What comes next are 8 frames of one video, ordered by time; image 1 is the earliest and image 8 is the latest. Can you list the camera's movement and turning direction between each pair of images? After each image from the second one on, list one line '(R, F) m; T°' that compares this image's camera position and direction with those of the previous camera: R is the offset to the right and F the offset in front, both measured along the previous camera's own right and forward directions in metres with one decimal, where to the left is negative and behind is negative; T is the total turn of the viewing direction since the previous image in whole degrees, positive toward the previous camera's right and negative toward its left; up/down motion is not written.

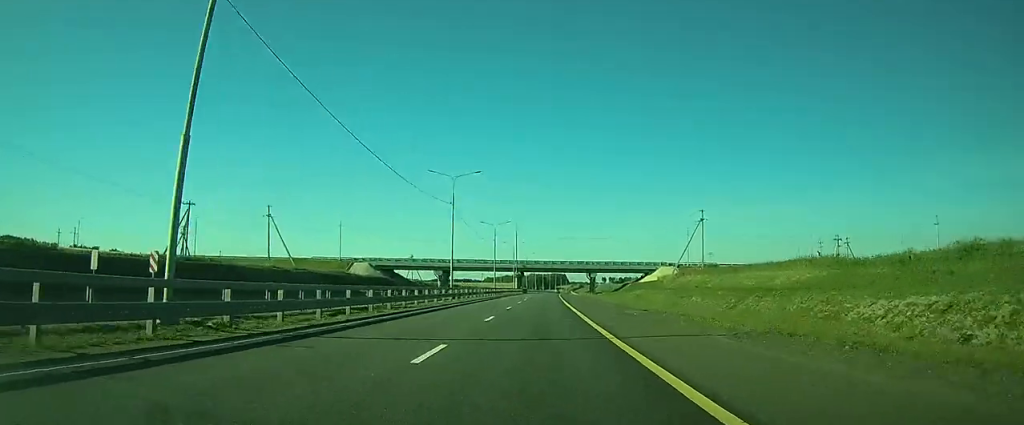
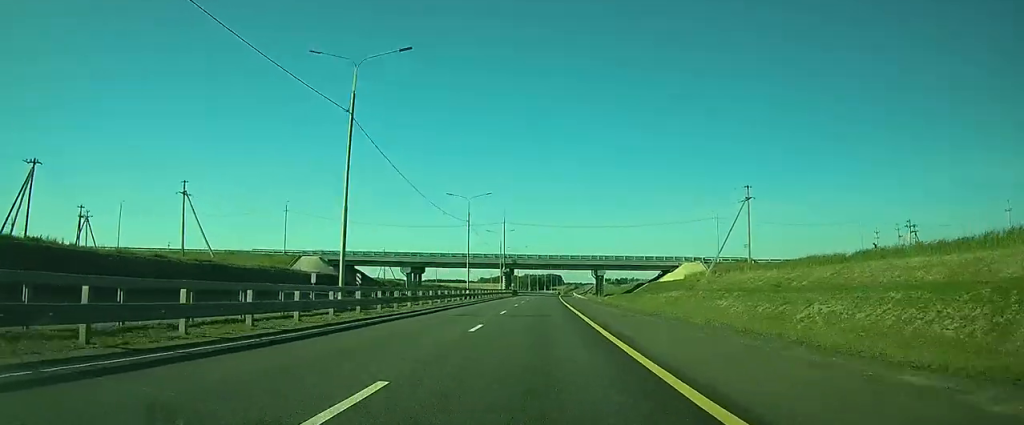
(+0.1, +28.5) m; +1°
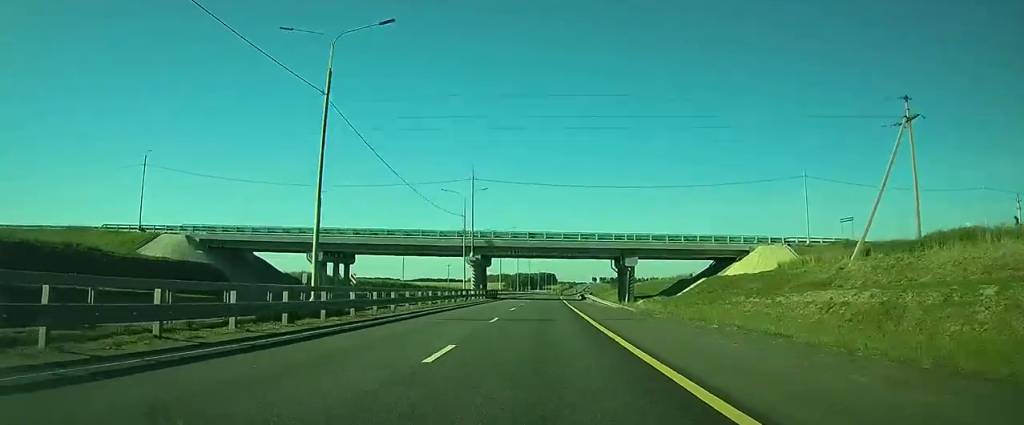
(+0.3, +42.5) m; +1°
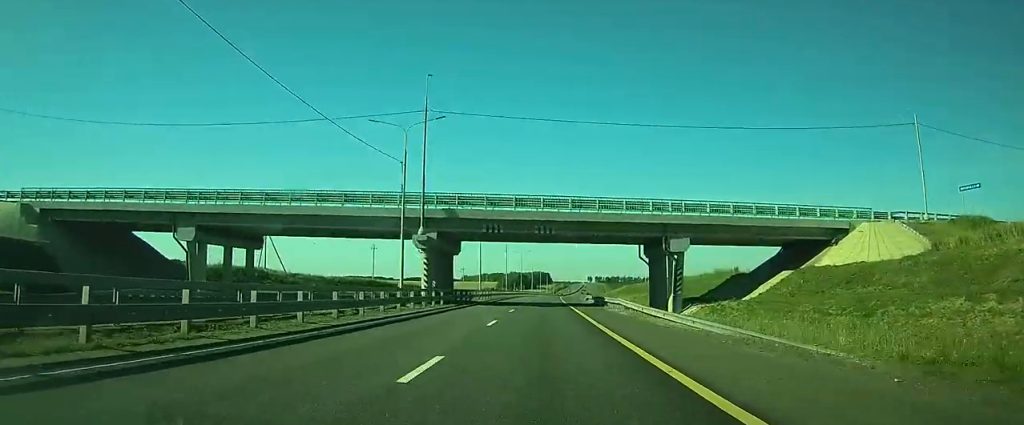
(0.0, +25.8) m; 0°
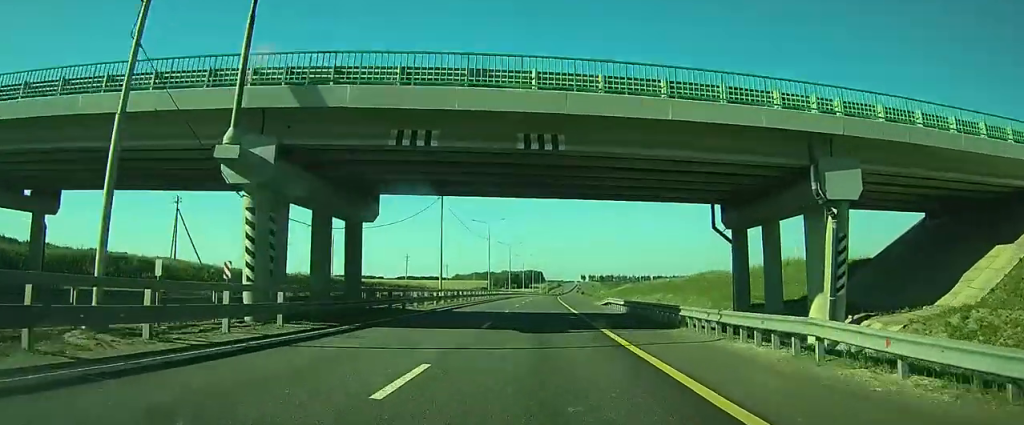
(+0.1, +24.8) m; 0°
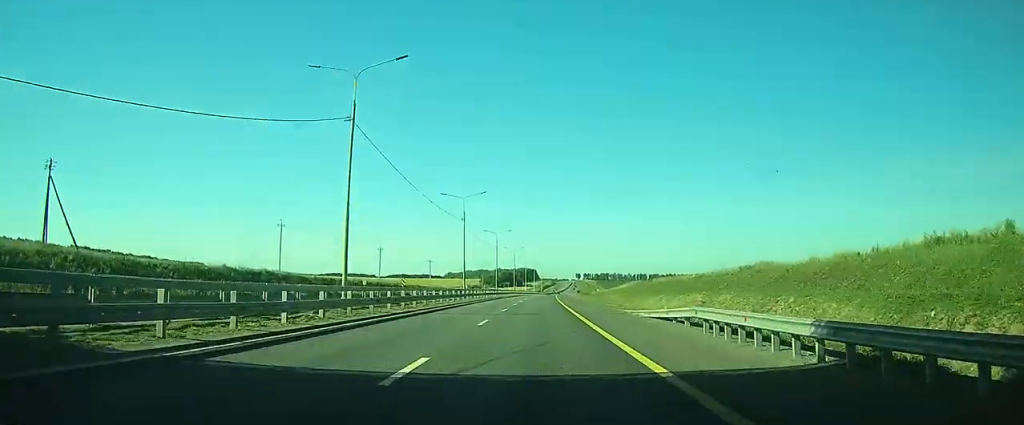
(+0.1, +22.9) m; 0°
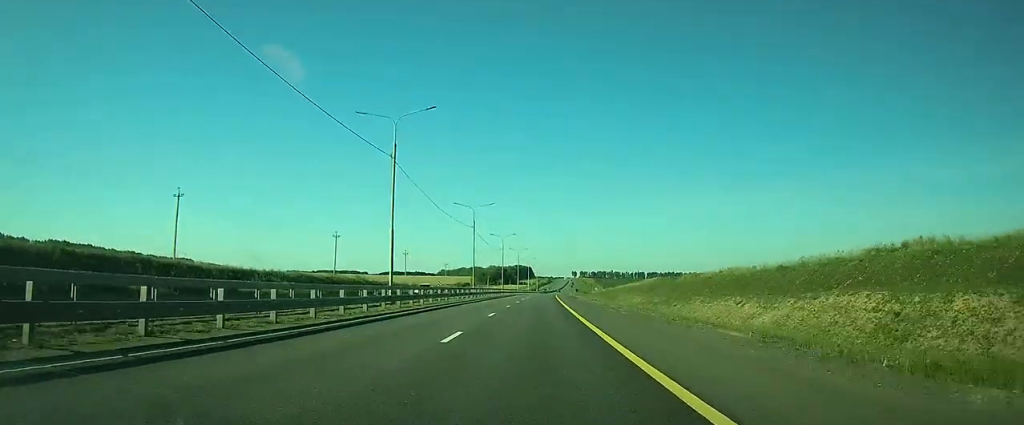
(+0.1, +29.9) m; 0°
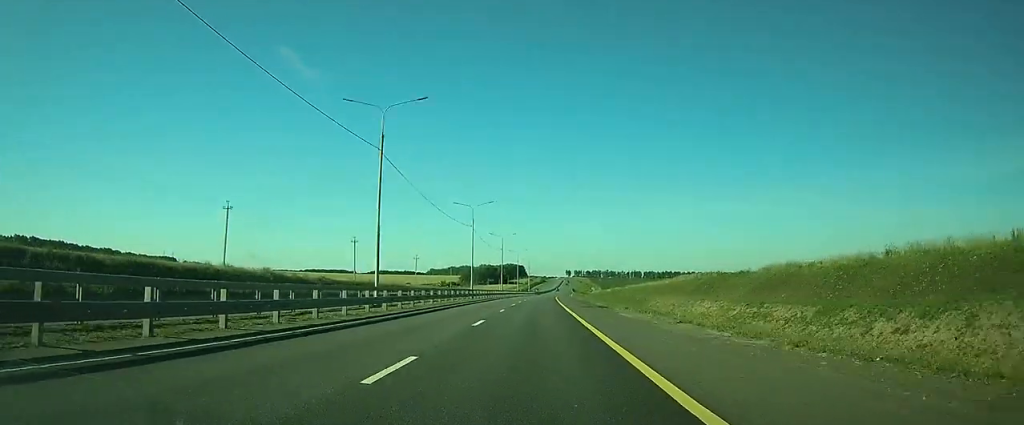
(+0.2, +41.1) m; +1°
